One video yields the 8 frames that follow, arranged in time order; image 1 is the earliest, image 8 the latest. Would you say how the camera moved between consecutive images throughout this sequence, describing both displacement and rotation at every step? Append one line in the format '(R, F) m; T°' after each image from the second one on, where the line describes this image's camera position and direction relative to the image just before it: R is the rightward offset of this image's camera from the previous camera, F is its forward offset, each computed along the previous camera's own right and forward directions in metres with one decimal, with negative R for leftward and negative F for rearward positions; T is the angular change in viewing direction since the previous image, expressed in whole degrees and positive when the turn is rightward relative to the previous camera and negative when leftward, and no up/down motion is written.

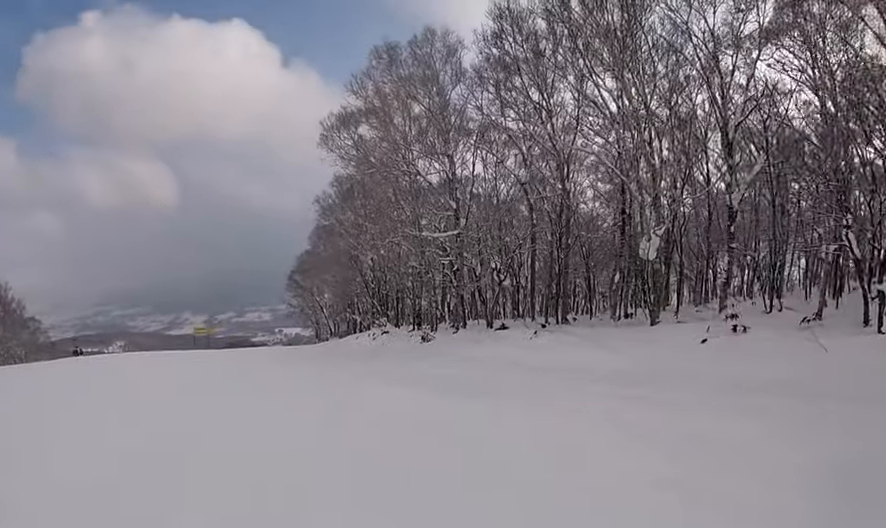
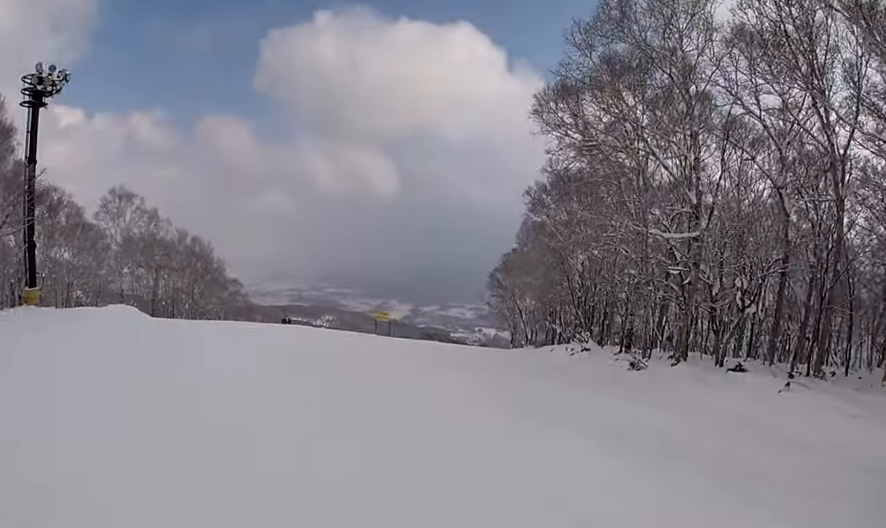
(-0.2, +3.7) m; -8°
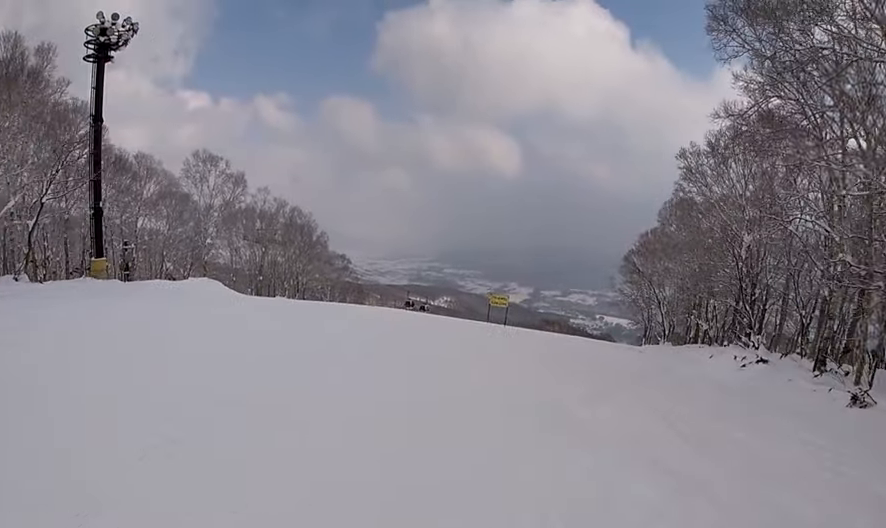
(-0.6, +5.2) m; -12°
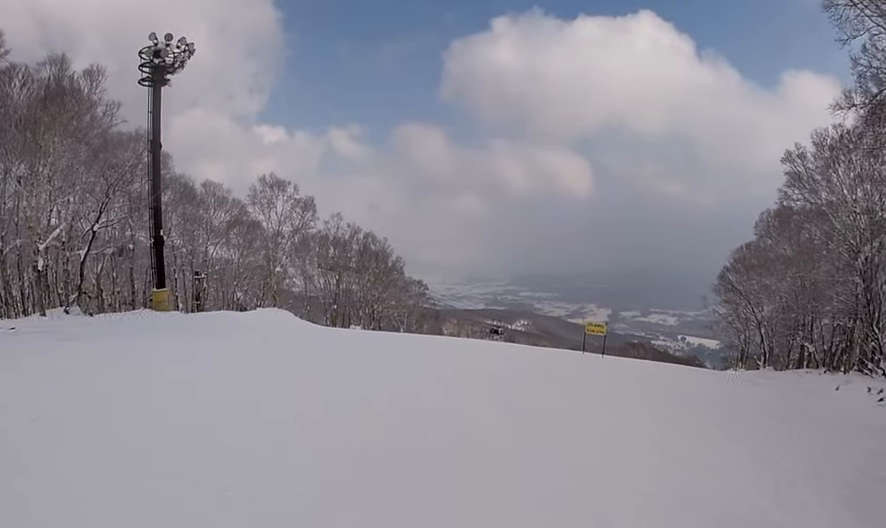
(-0.2, +2.4) m; -3°
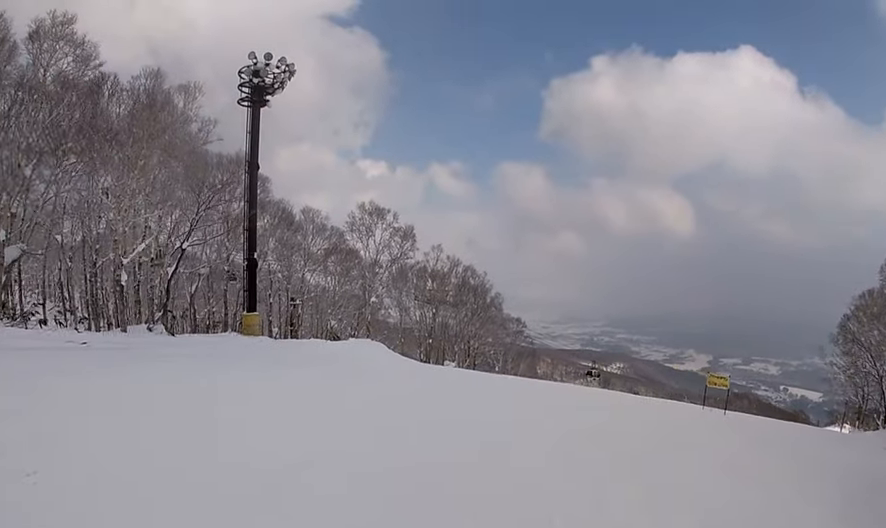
(0.0, +1.8) m; -1°
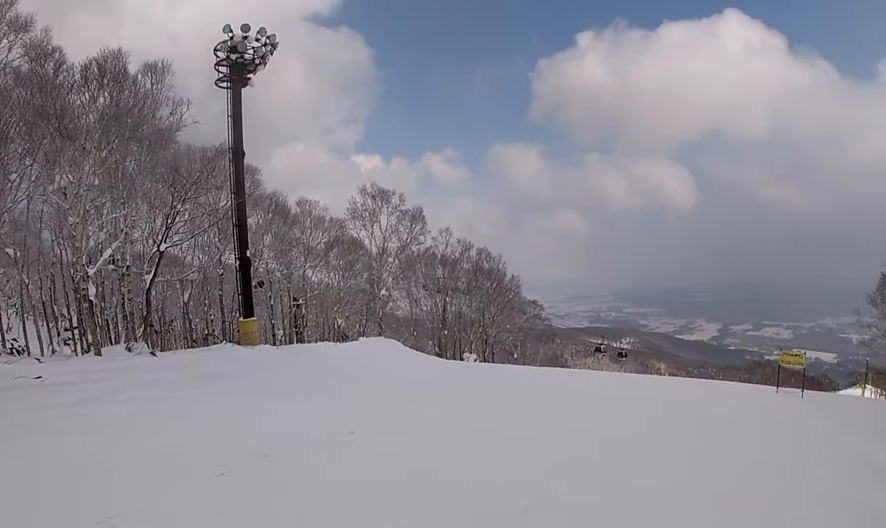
(0.0, +3.3) m; +5°
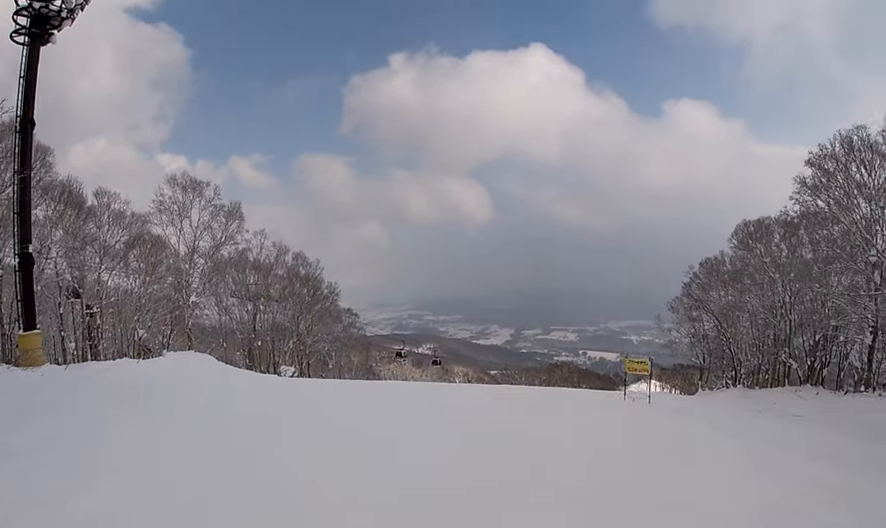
(+0.2, +2.7) m; +14°
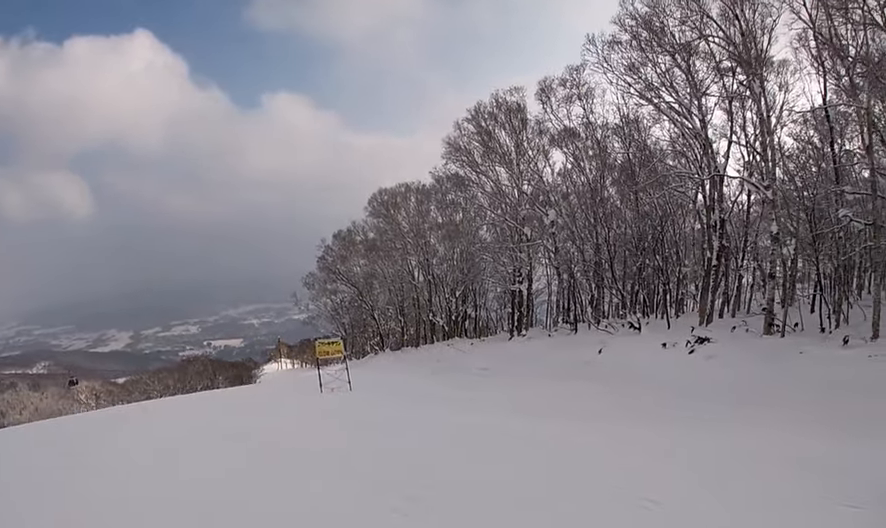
(+1.9, +4.8) m; +40°
